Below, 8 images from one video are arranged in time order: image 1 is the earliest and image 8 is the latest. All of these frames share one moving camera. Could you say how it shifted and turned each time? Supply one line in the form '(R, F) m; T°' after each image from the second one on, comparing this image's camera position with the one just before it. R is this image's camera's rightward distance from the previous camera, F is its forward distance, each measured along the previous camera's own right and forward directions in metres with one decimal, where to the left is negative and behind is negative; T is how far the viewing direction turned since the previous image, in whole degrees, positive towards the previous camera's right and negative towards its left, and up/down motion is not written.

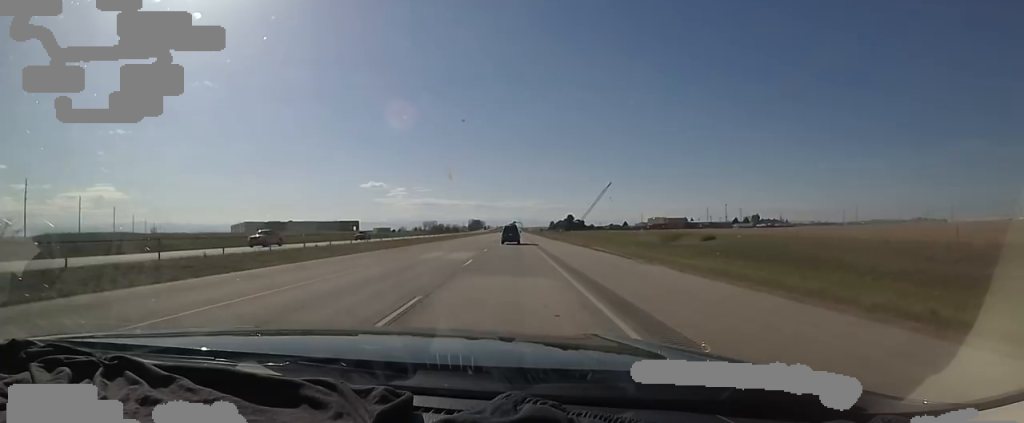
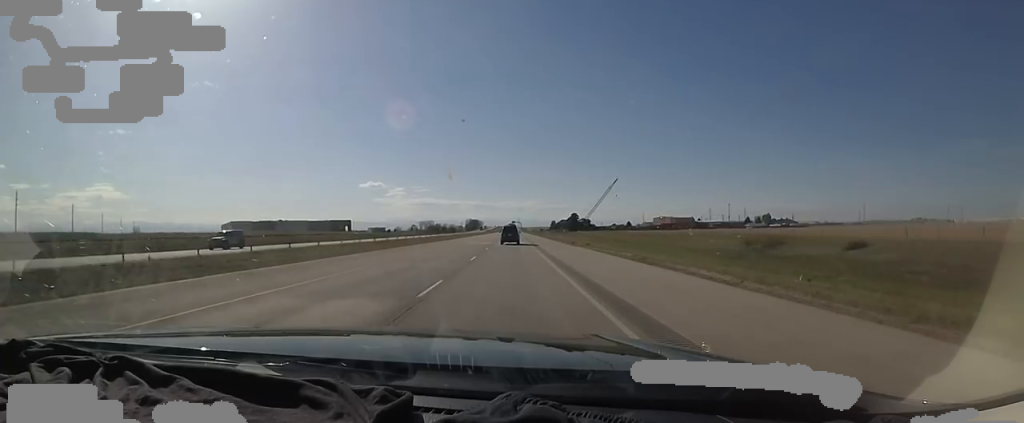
(-0.5, +20.7) m; 0°
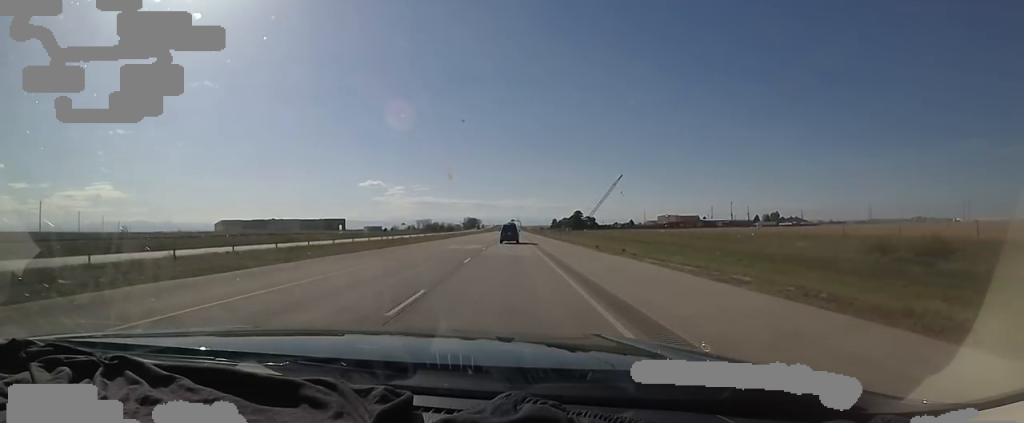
(+0.5, +14.1) m; +1°
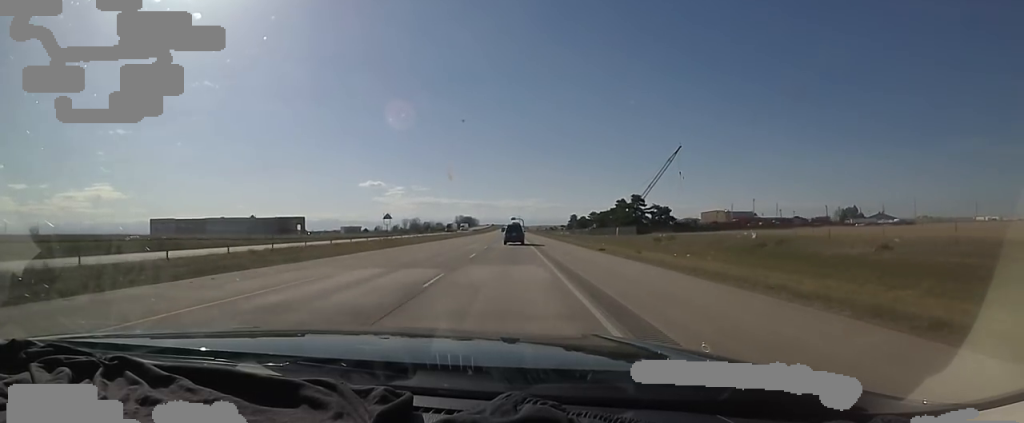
(+0.4, +91.7) m; 0°
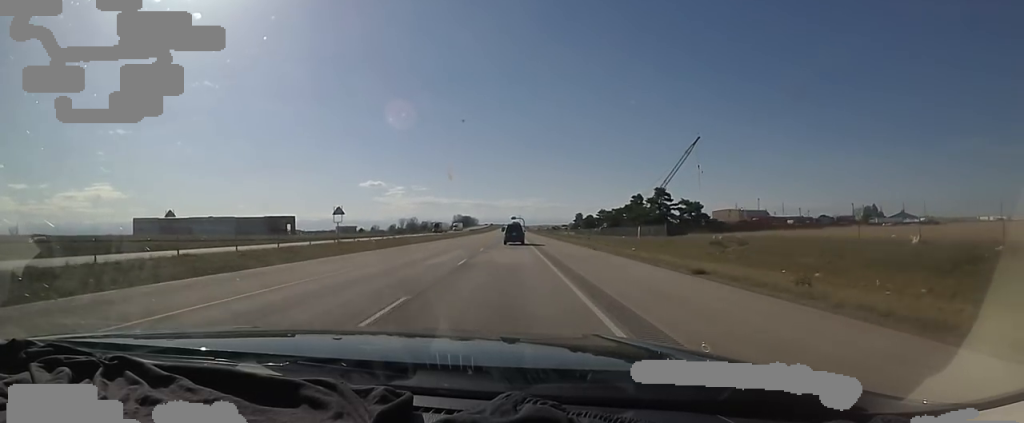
(-0.8, +17.2) m; +1°
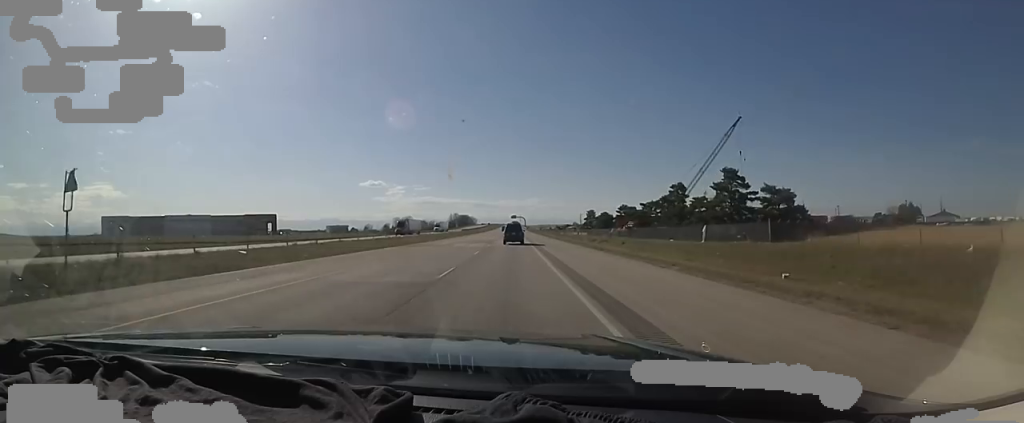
(+1.4, +28.9) m; 0°
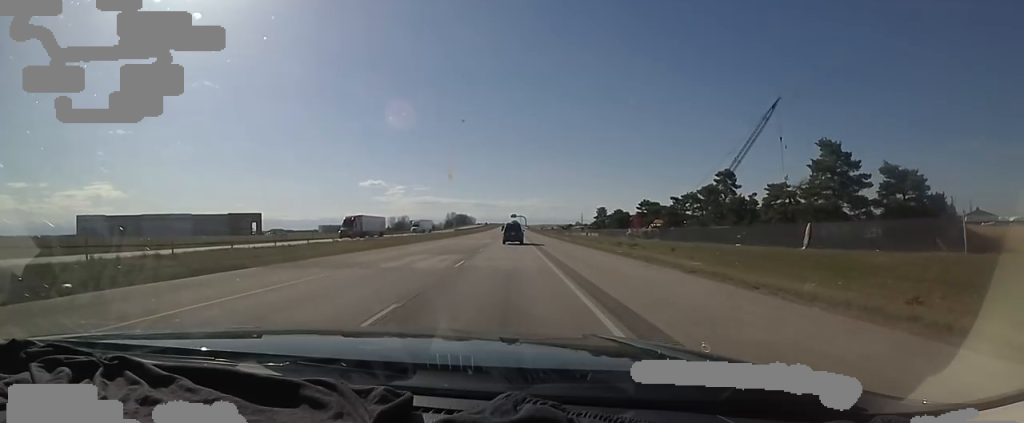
(-0.4, +20.2) m; -1°
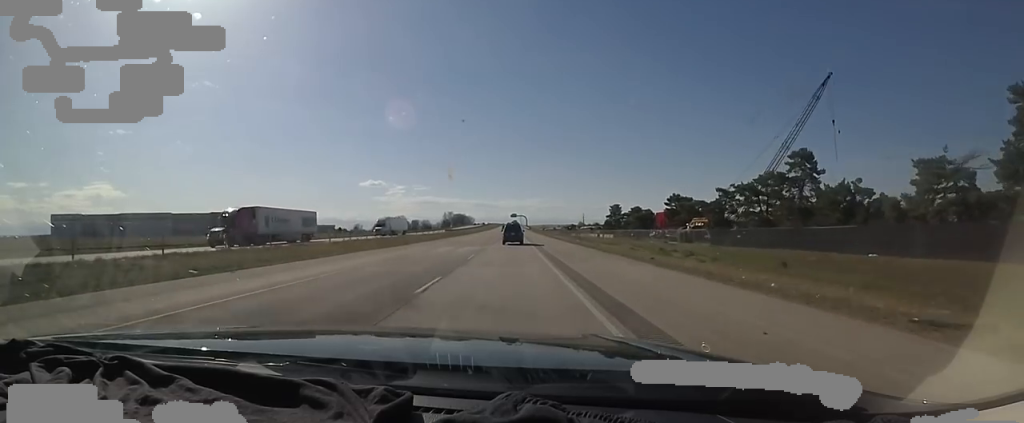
(-0.6, +19.1) m; -2°
